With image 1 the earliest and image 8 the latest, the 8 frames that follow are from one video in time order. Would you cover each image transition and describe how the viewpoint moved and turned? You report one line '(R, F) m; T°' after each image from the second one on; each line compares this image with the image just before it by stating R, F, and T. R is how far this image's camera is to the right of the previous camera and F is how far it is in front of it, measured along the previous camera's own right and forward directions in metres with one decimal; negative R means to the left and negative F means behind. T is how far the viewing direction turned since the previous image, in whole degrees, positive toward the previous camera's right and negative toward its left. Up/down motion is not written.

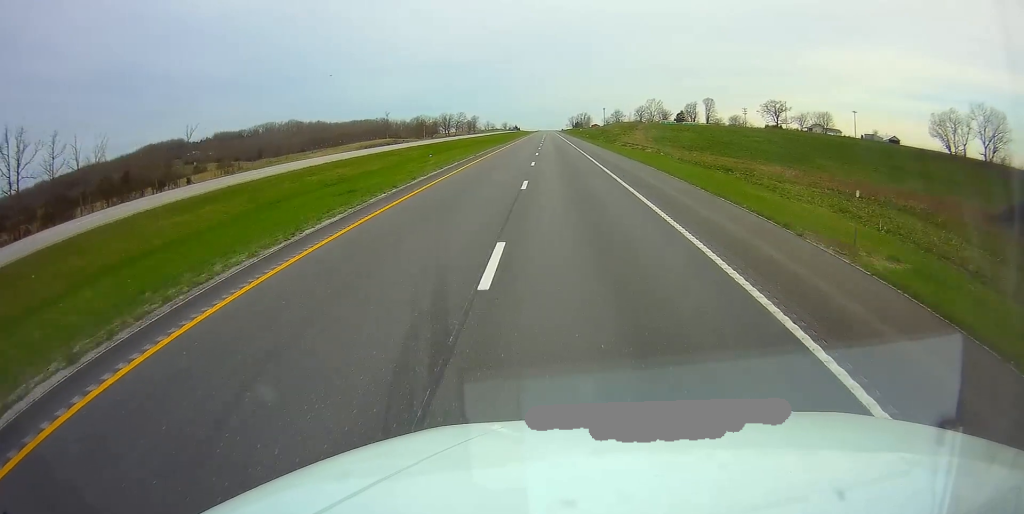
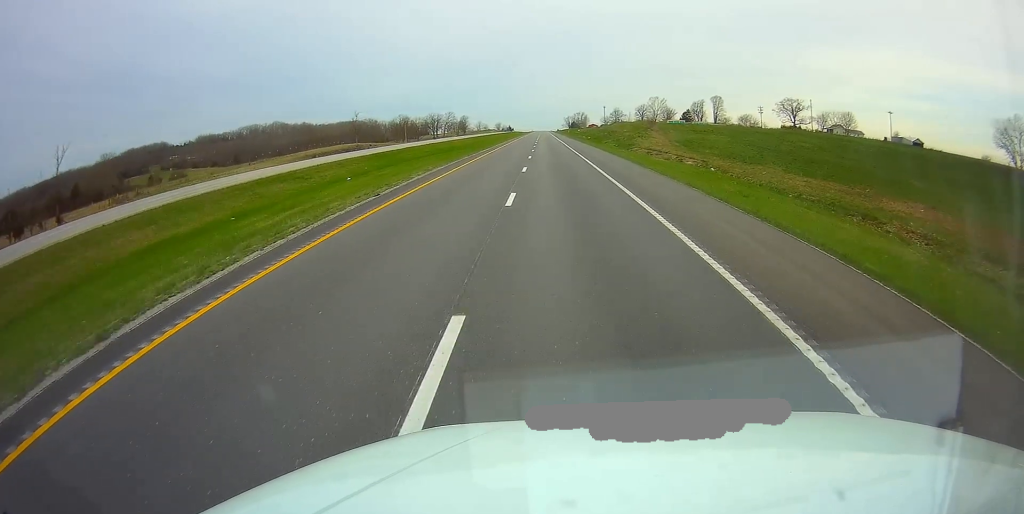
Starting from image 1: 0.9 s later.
(+0.2, +28.2) m; 0°
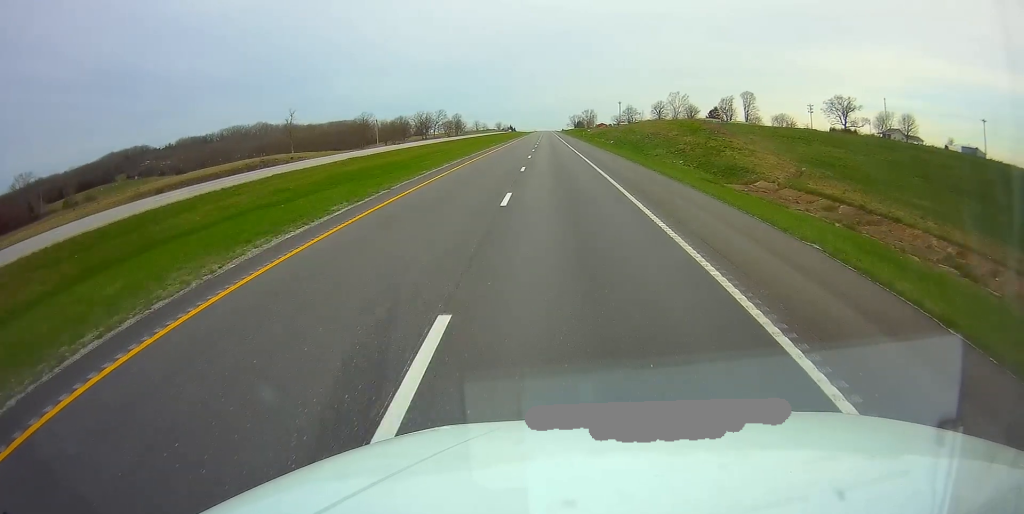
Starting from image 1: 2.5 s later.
(-0.3, +48.2) m; -1°
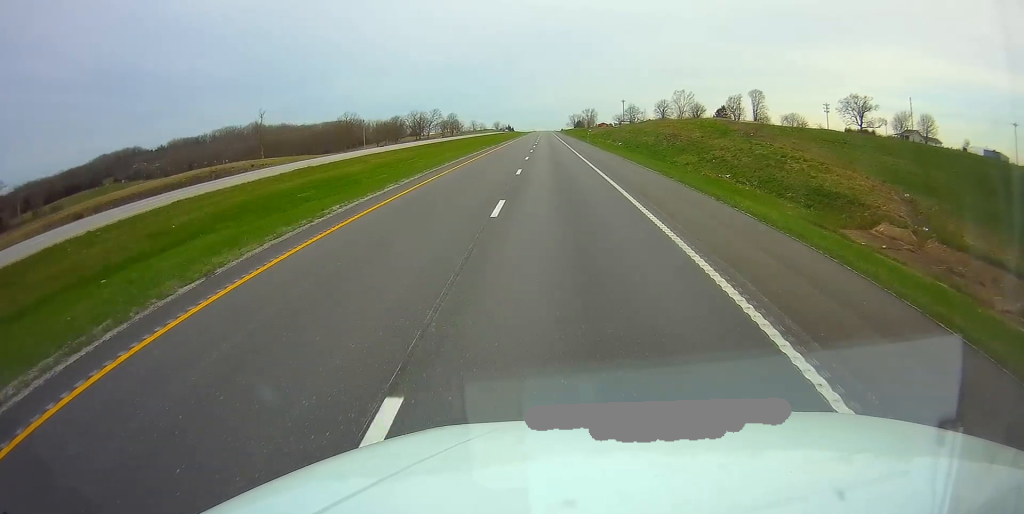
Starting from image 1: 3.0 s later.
(0.0, +14.0) m; 0°
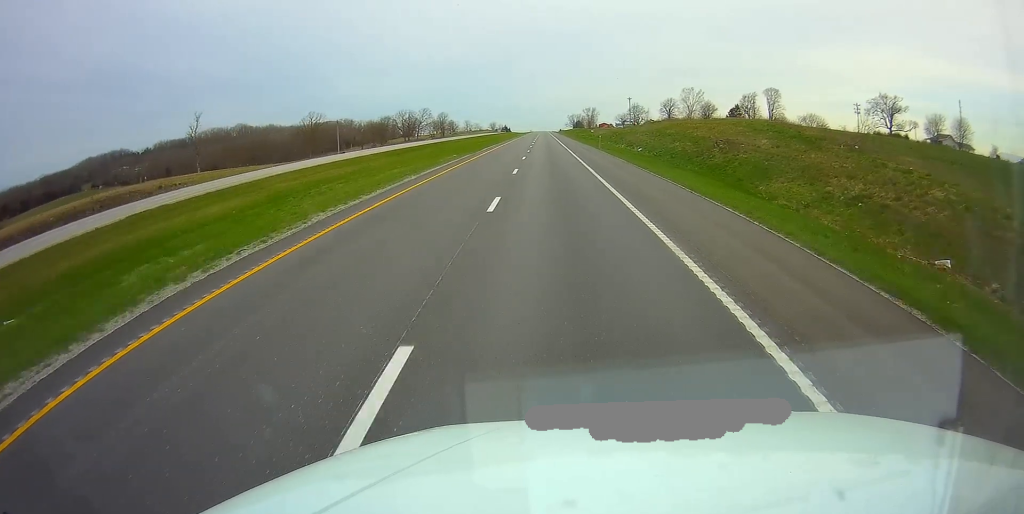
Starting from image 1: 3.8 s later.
(0.0, +23.0) m; 0°
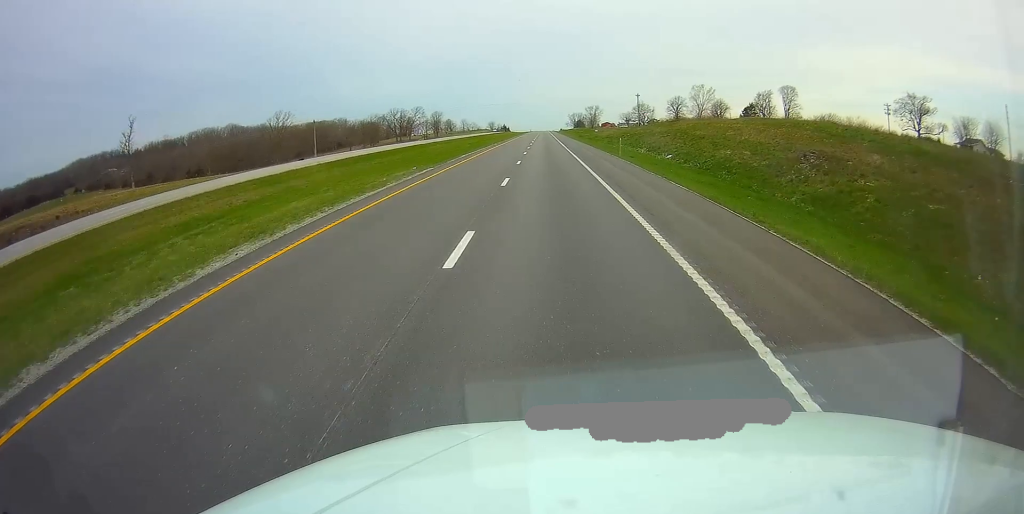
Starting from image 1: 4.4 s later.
(0.0, +17.9) m; 0°
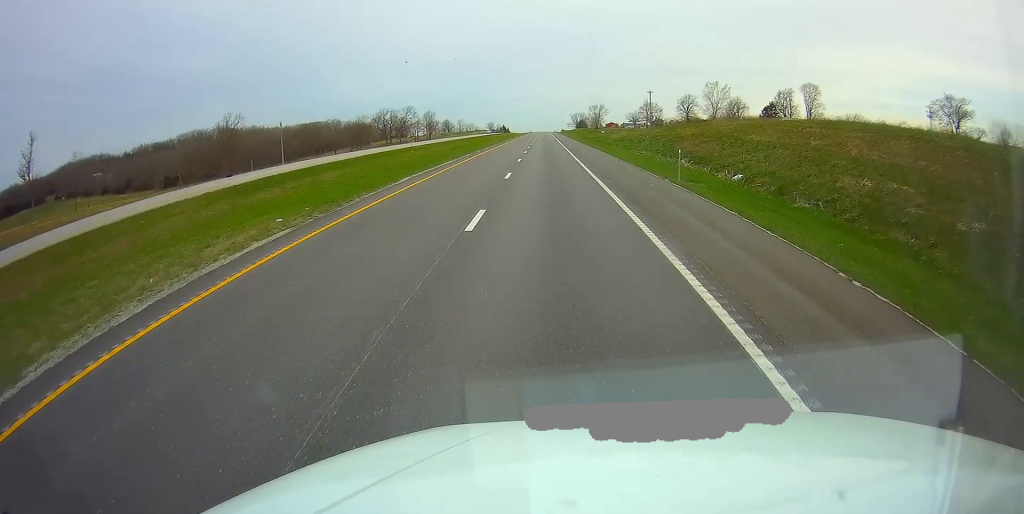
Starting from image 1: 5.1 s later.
(0.0, +20.9) m; 0°
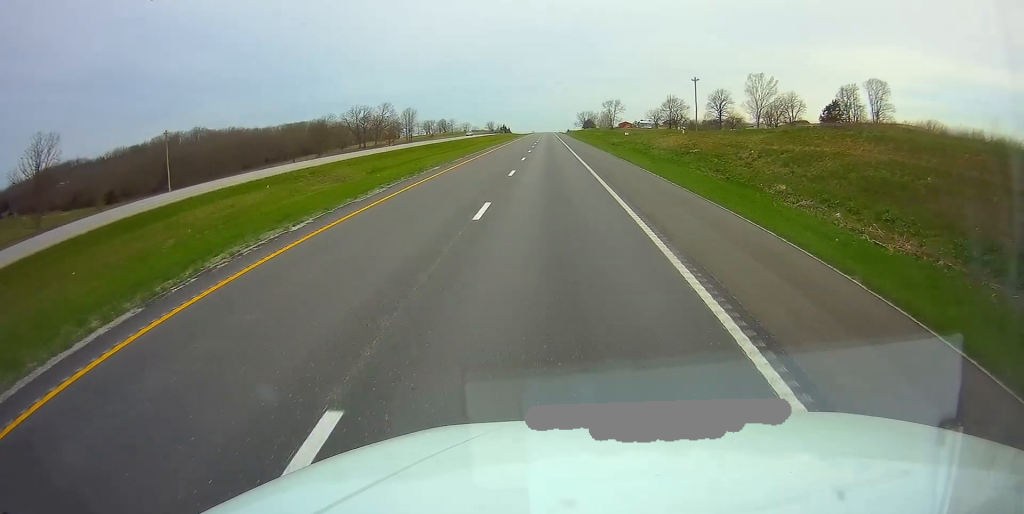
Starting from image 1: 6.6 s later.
(0.0, +46.8) m; 0°
